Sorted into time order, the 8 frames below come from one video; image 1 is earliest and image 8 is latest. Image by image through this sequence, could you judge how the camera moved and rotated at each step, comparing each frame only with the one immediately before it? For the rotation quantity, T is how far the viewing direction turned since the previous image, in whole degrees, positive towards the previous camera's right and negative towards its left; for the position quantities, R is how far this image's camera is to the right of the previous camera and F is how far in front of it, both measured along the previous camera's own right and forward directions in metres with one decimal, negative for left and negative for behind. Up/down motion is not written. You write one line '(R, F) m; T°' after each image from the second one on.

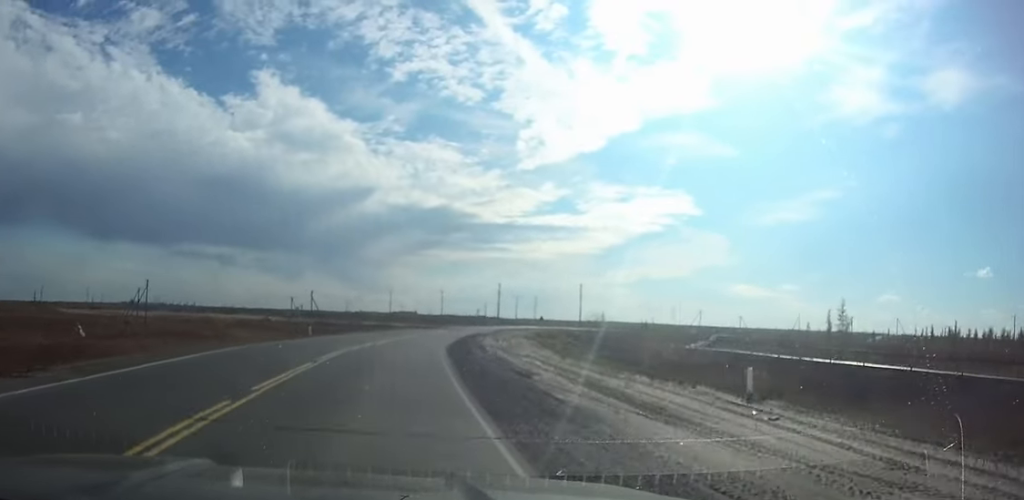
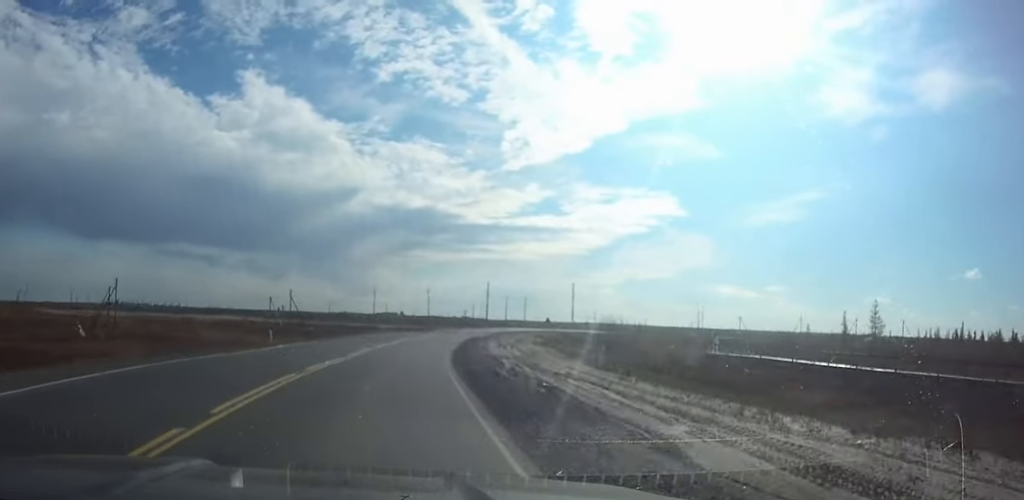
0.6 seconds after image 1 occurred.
(+0.1, +9.9) m; +1°
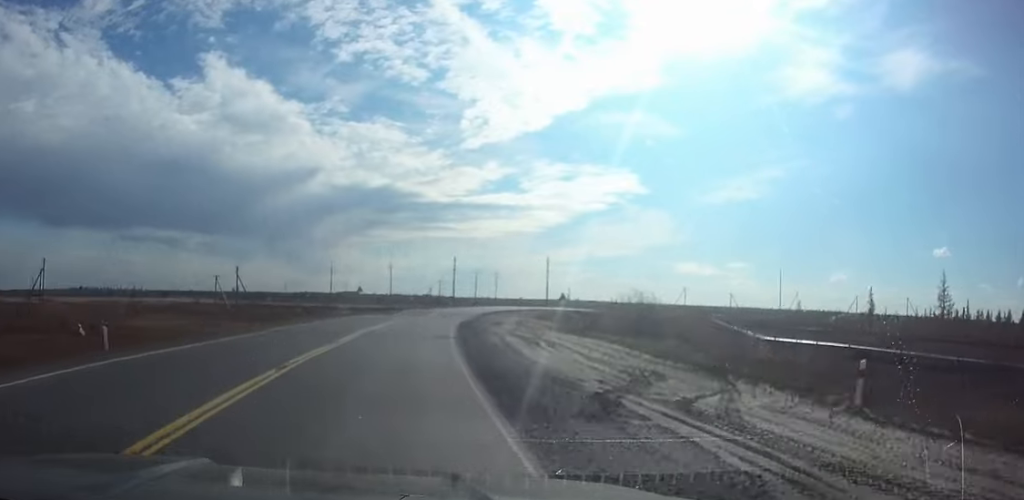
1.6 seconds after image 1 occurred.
(+0.4, +18.3) m; +3°
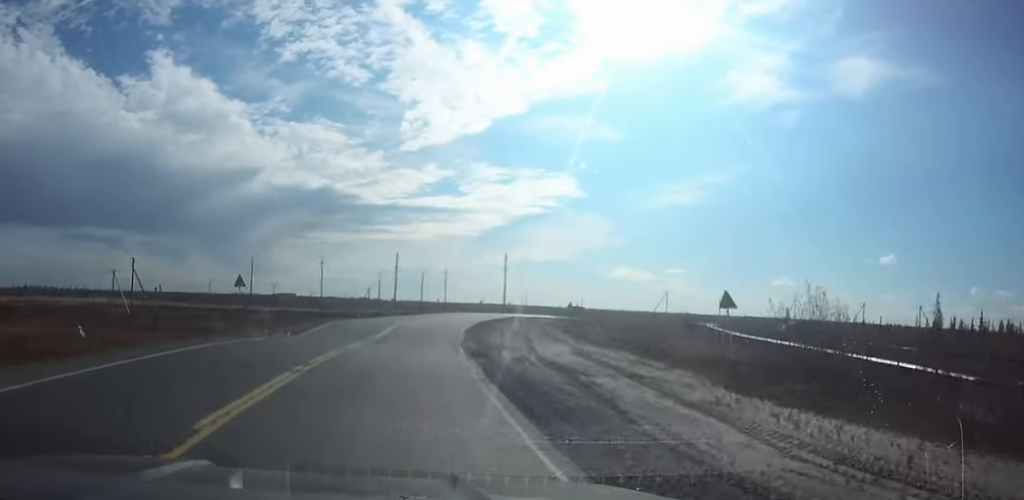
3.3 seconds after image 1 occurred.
(+1.4, +28.2) m; +6°
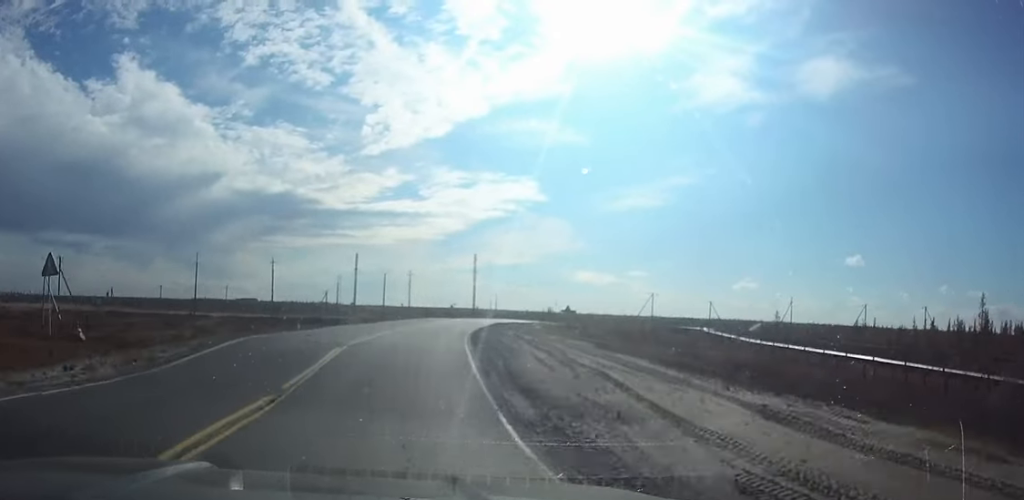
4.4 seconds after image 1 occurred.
(+0.5, +15.8) m; +3°
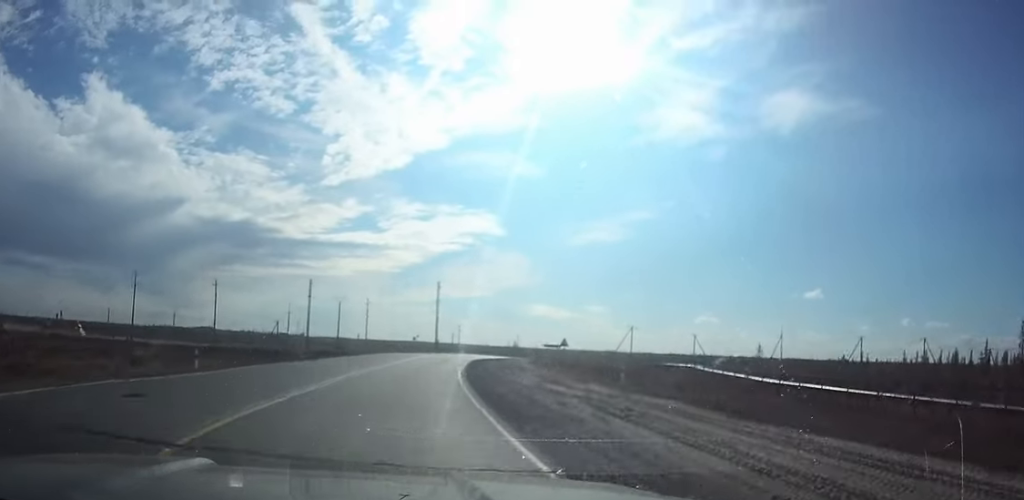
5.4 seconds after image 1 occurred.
(+0.3, +15.7) m; +3°
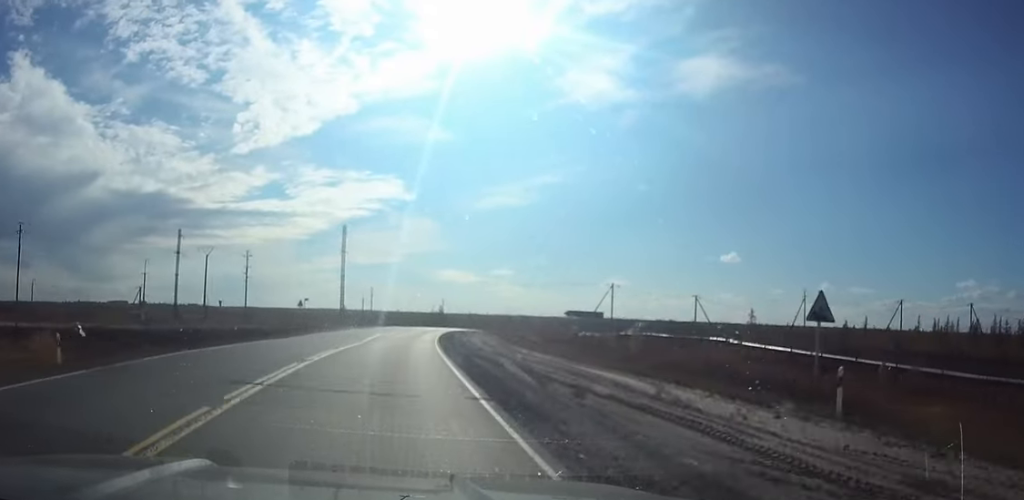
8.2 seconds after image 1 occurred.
(+3.4, +43.8) m; +7°
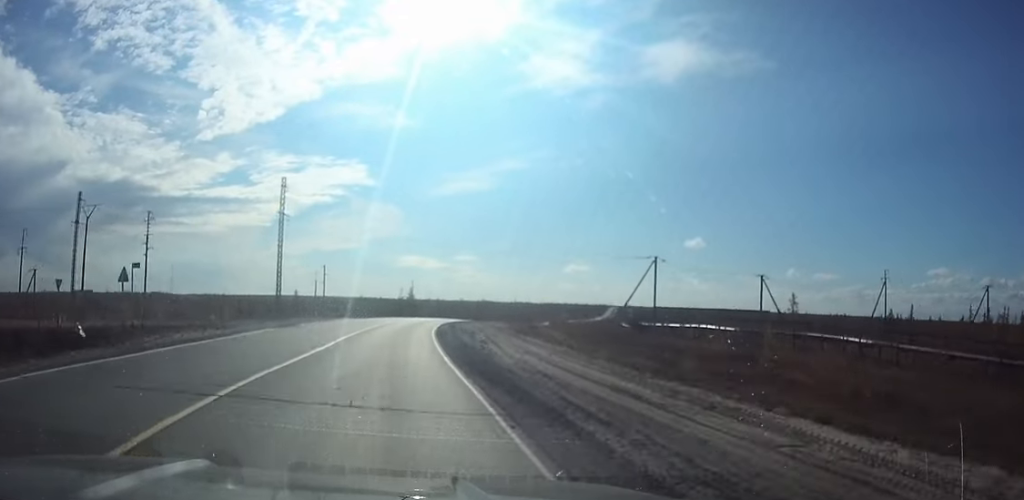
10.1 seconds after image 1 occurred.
(+0.8, +32.7) m; +3°
